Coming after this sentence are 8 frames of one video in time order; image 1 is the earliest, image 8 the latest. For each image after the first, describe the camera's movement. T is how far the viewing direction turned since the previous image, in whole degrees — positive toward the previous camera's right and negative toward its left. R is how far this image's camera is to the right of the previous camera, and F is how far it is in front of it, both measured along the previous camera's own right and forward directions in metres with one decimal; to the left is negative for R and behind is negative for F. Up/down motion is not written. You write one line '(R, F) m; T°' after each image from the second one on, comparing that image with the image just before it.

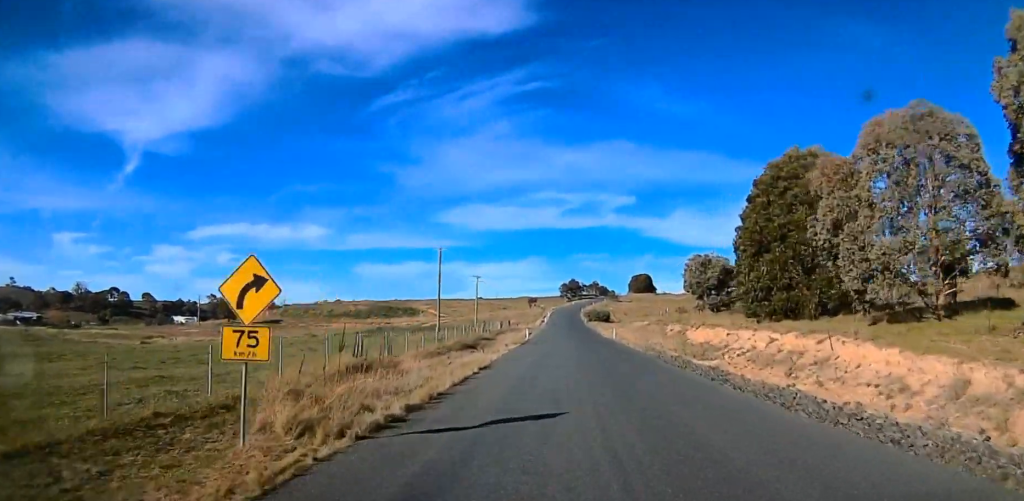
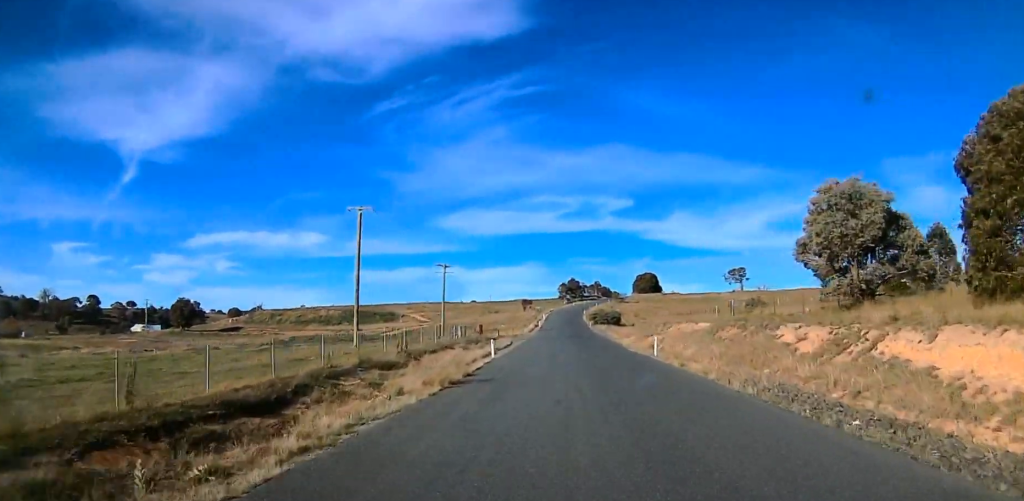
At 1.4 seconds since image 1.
(0.0, +31.6) m; 0°
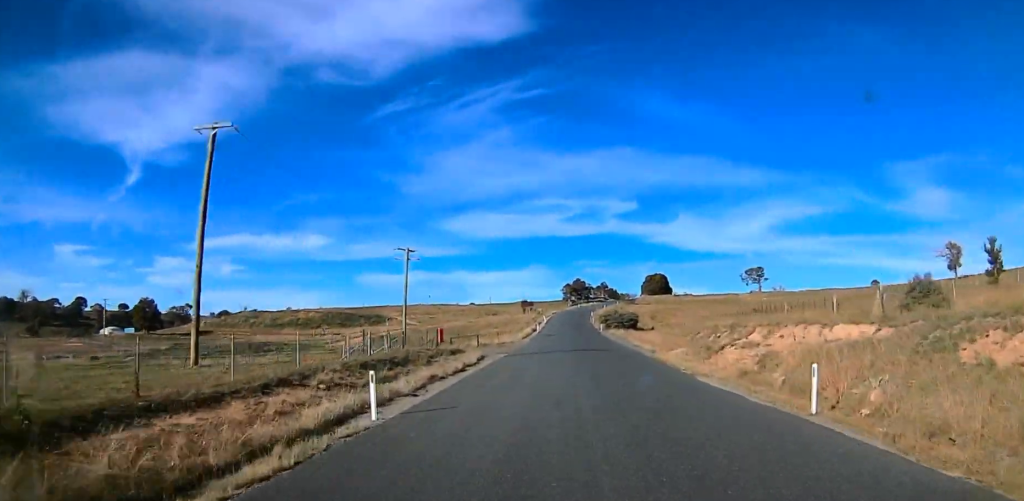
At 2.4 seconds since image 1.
(0.0, +23.6) m; -1°
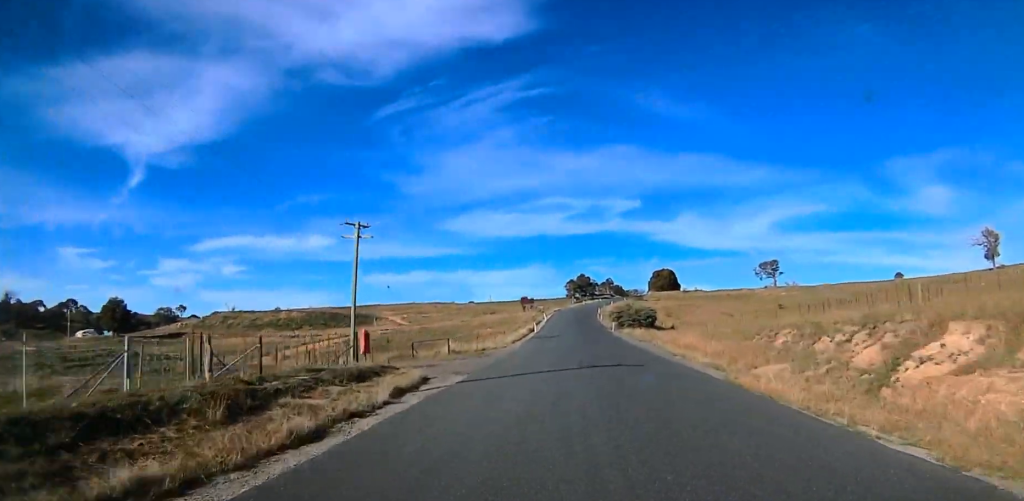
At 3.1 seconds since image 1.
(+0.1, +17.6) m; -1°
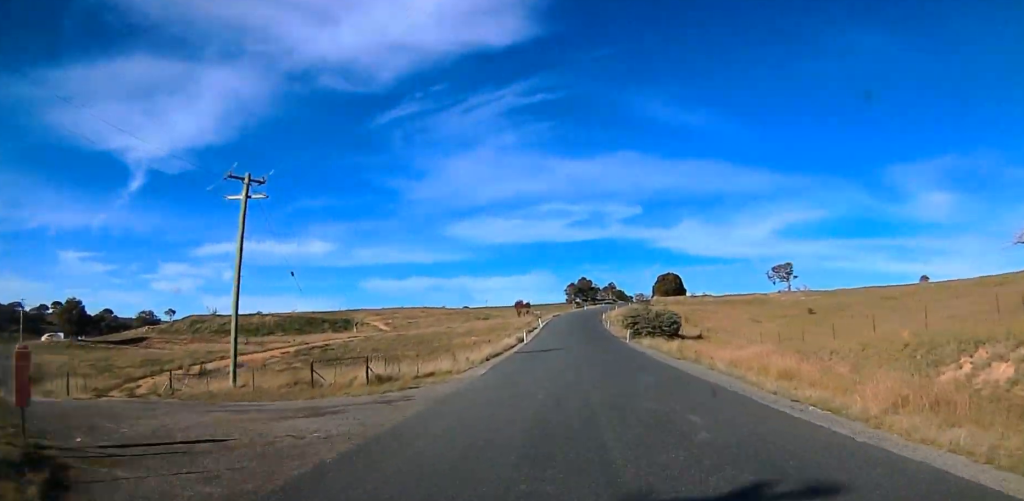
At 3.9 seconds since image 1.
(-0.6, +19.5) m; -1°
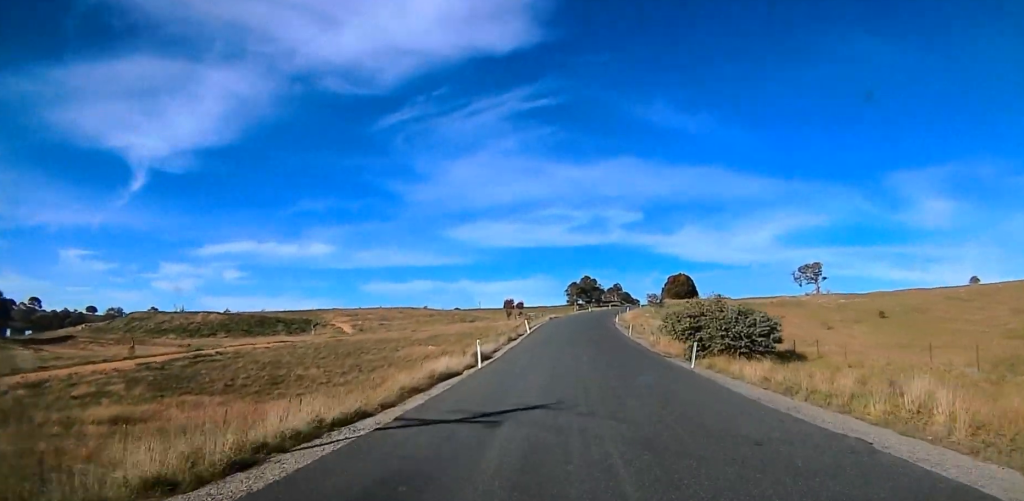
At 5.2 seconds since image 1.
(+0.3, +32.7) m; +2°
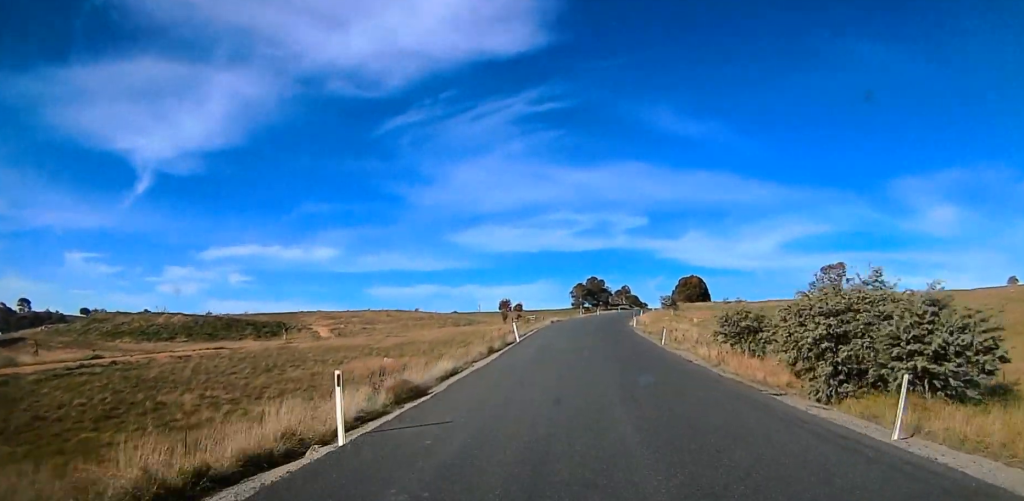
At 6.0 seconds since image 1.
(+0.5, +20.0) m; +1°
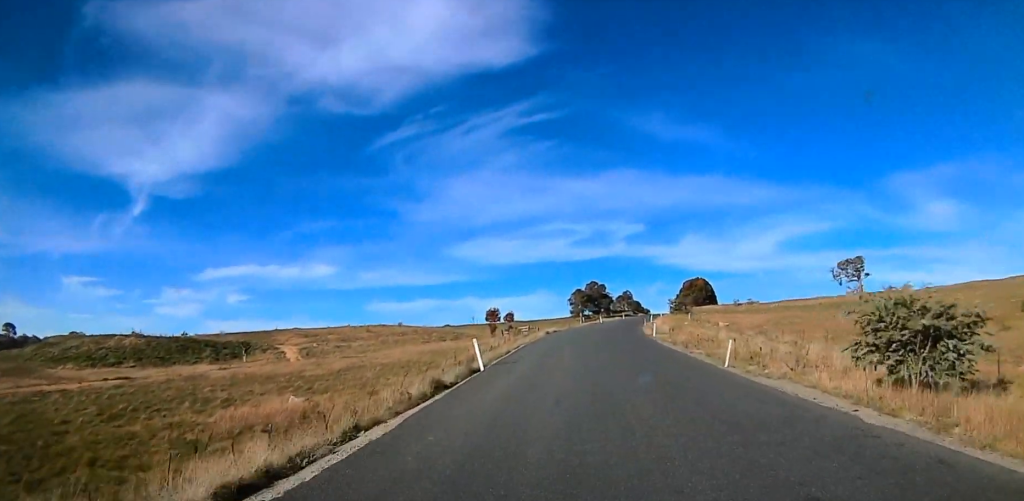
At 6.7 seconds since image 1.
(0.0, +18.2) m; 0°
